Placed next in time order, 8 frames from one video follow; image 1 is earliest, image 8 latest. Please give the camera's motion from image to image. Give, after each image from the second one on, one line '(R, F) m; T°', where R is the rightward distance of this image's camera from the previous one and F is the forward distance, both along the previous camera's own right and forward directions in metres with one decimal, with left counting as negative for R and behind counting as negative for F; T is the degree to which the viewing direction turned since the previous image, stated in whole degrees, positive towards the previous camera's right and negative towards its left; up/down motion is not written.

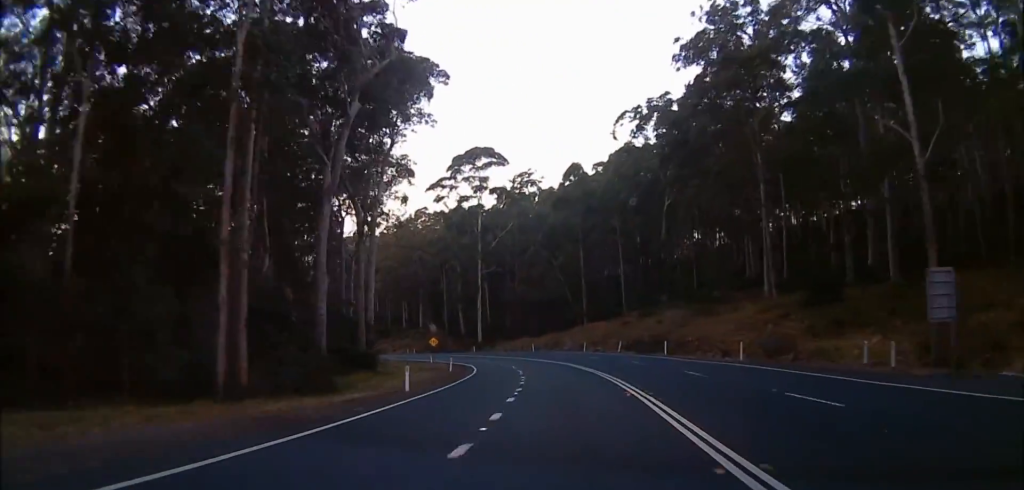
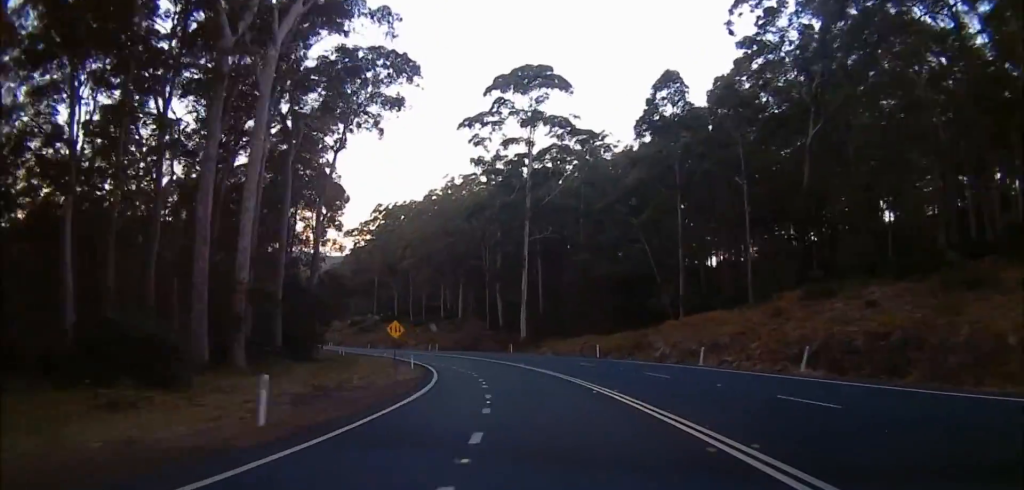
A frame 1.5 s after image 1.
(0.0, +34.5) m; 0°
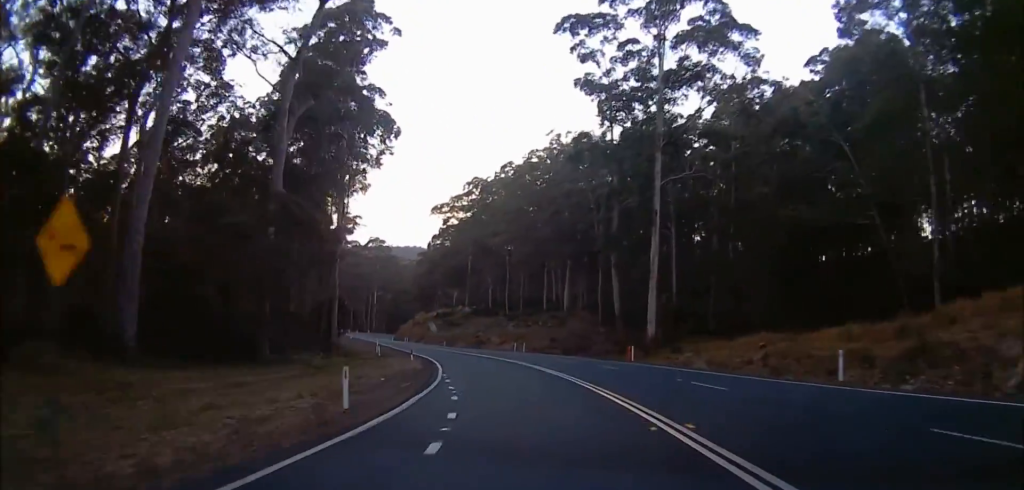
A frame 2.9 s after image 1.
(-0.5, +29.5) m; -9°
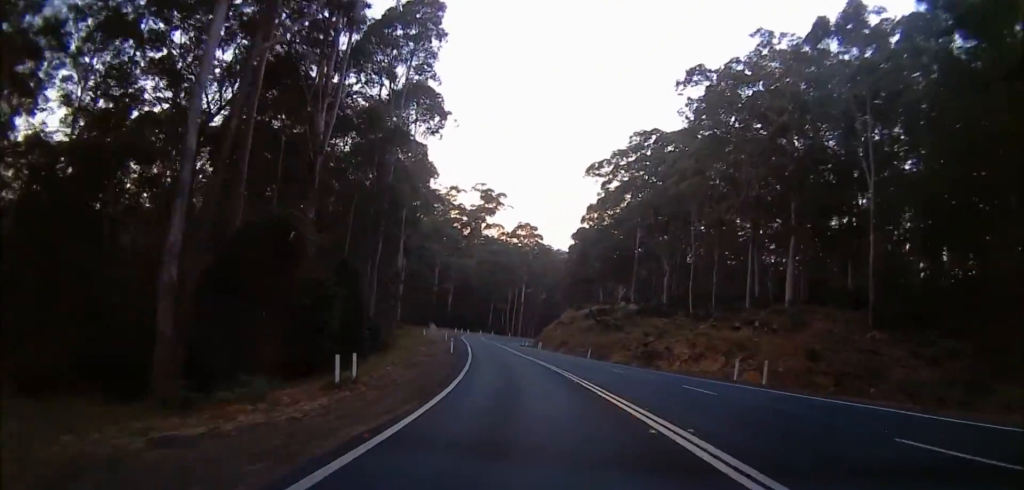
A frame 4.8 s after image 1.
(-6.1, +41.6) m; -14°
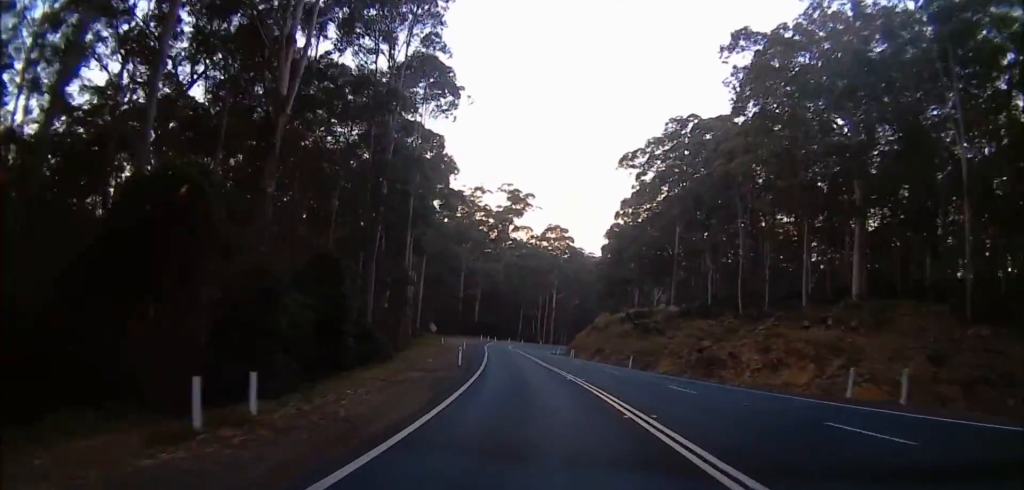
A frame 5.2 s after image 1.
(-0.8, +9.2) m; -3°
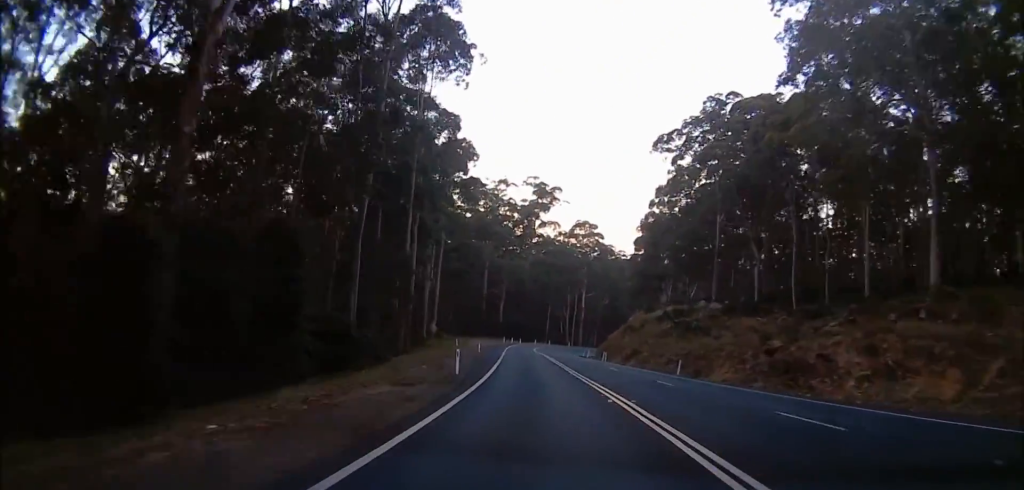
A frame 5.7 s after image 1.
(-0.3, +9.3) m; -3°
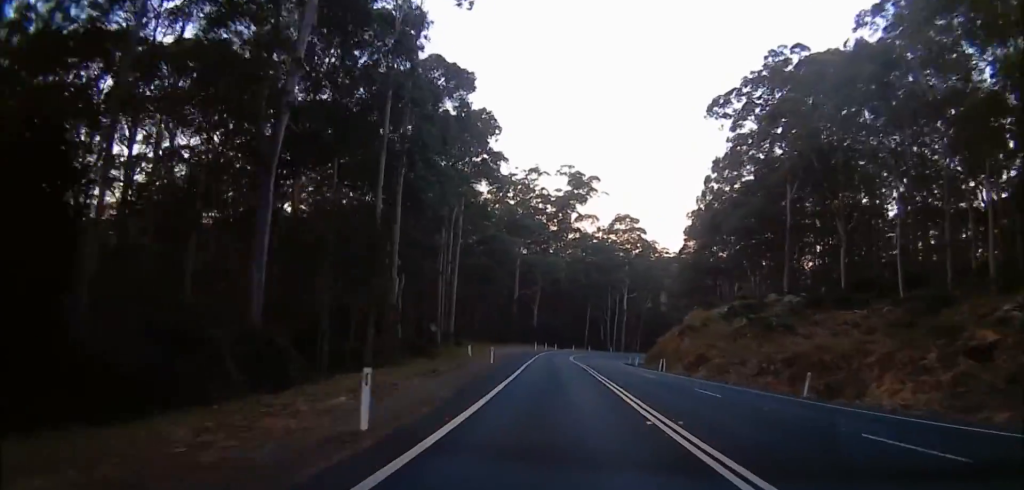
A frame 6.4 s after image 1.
(-0.7, +15.6) m; -2°
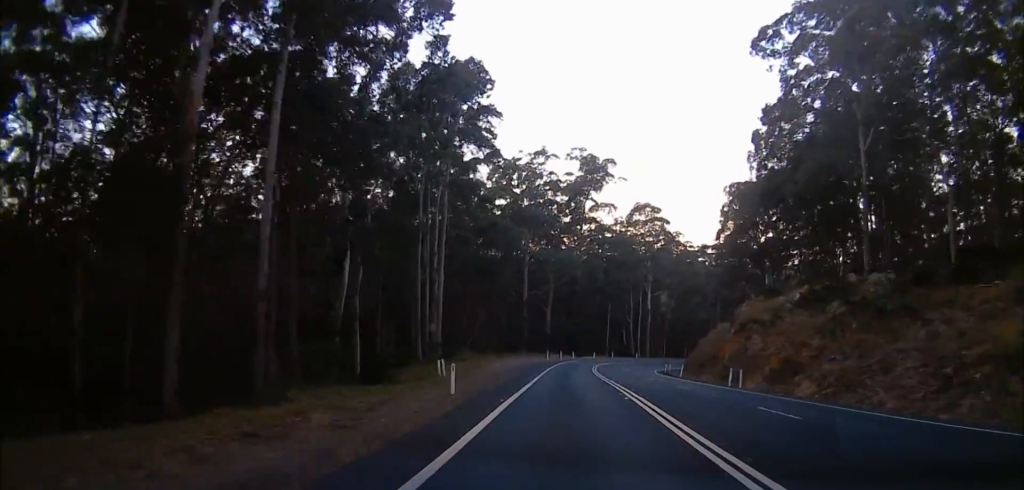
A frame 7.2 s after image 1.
(-0.3, +16.9) m; -1°
